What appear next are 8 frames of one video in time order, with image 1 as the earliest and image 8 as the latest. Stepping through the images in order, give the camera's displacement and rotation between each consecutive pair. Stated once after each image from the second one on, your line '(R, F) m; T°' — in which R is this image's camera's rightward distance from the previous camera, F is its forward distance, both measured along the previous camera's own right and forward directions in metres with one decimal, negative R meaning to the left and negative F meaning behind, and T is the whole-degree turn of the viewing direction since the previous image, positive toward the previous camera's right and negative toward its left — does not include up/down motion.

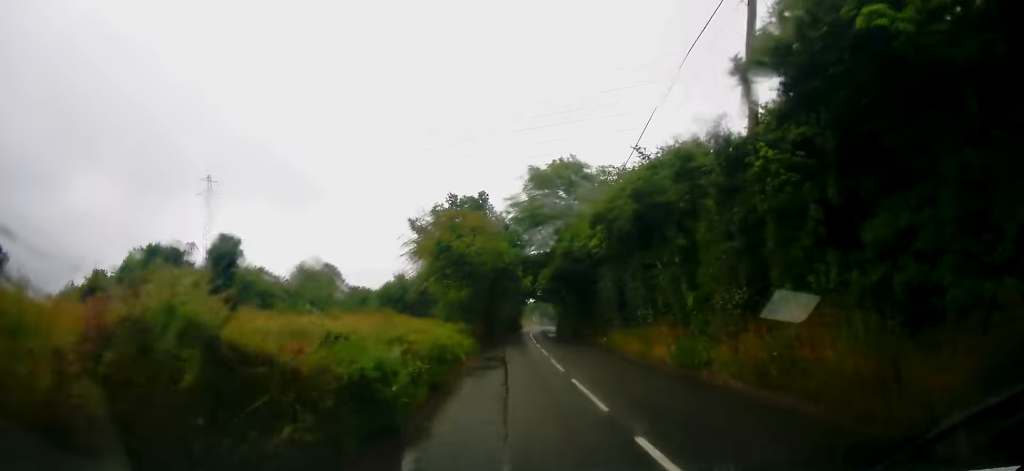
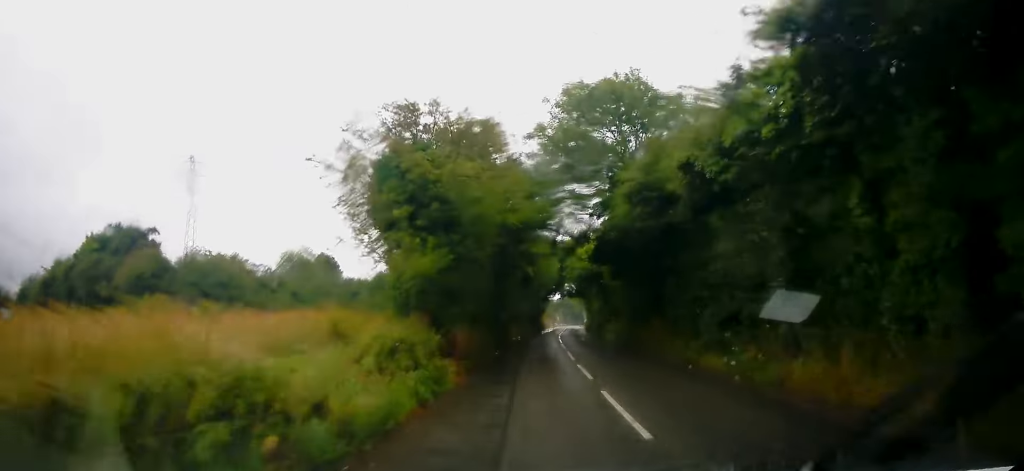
(-0.9, +14.2) m; -6°
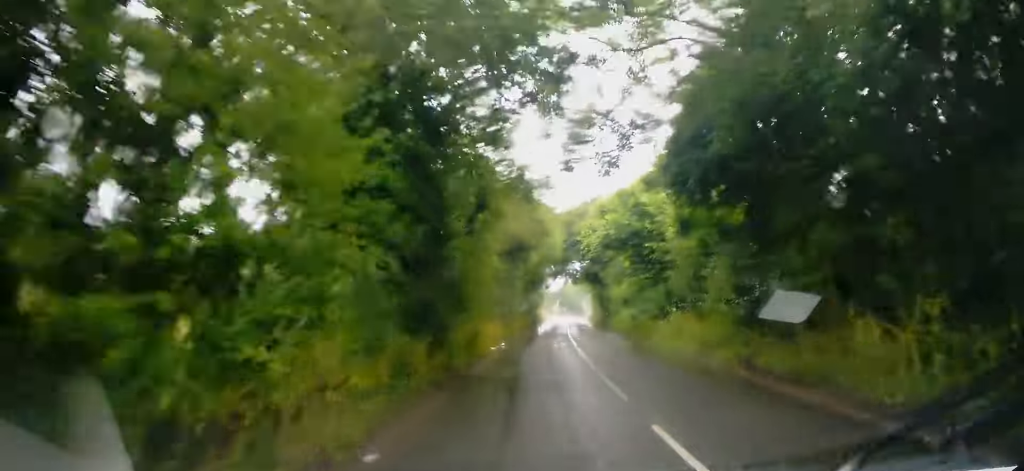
(-0.2, +16.1) m; +2°
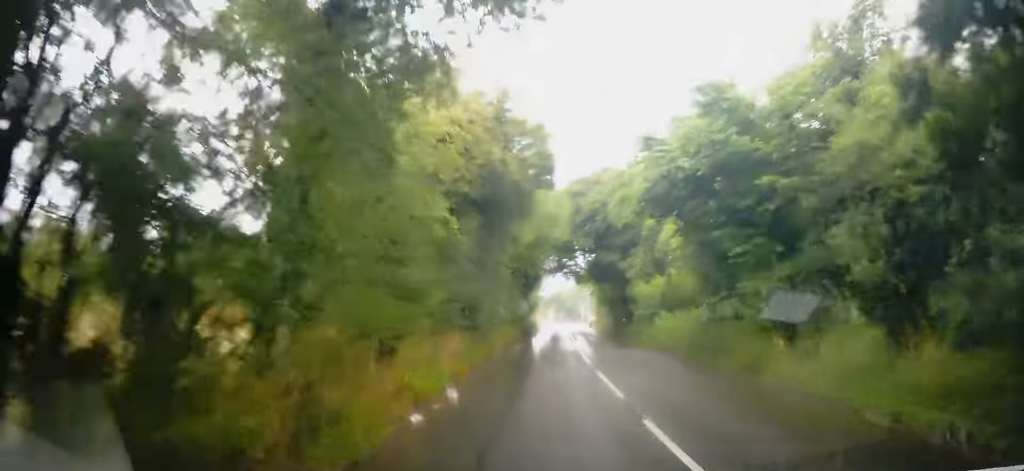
(+0.4, +11.9) m; +1°
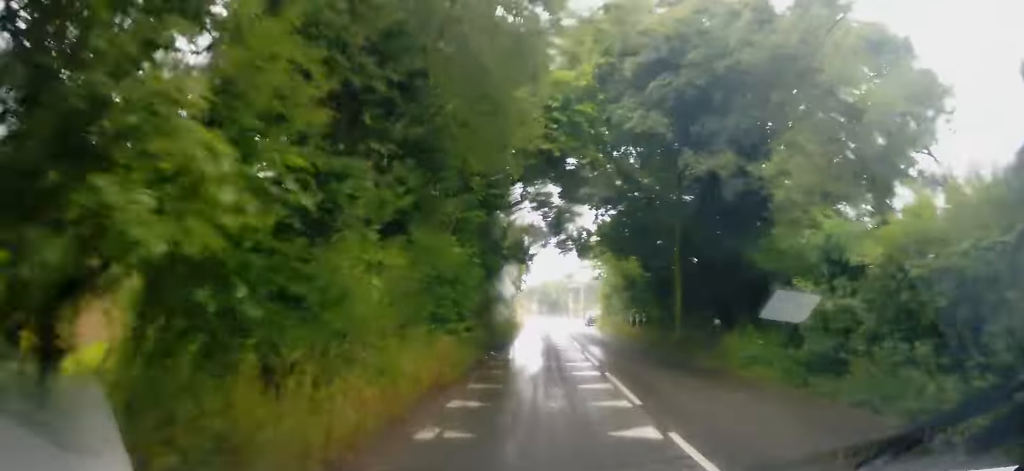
(-0.5, +19.4) m; -2°
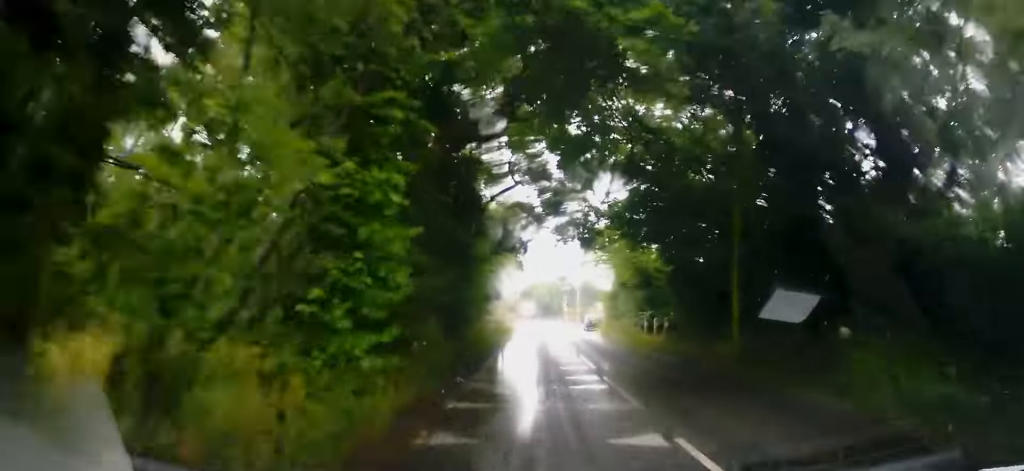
(0.0, +6.3) m; +1°
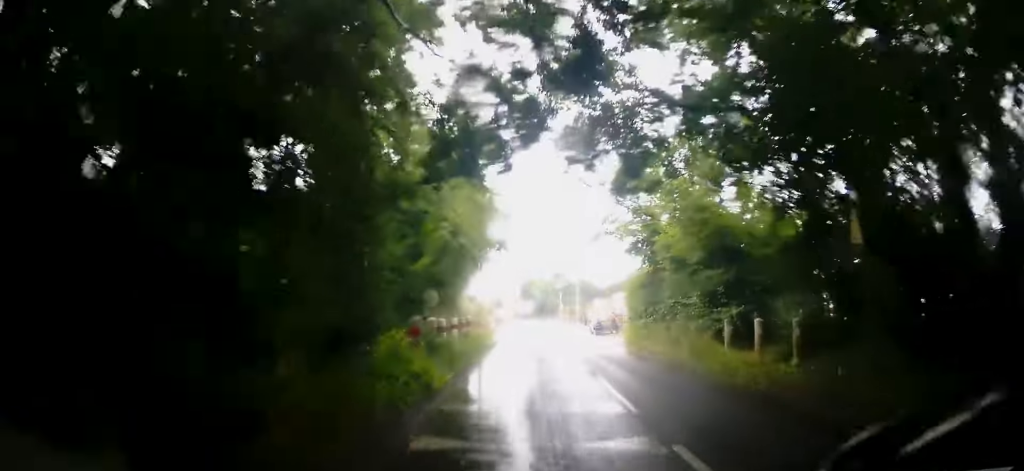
(+0.5, +12.5) m; +4°
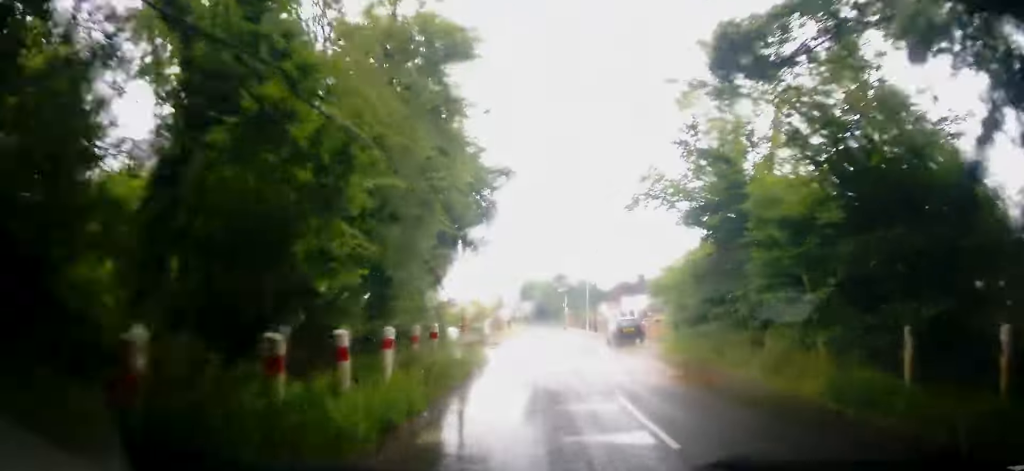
(+0.3, +8.1) m; +1°
